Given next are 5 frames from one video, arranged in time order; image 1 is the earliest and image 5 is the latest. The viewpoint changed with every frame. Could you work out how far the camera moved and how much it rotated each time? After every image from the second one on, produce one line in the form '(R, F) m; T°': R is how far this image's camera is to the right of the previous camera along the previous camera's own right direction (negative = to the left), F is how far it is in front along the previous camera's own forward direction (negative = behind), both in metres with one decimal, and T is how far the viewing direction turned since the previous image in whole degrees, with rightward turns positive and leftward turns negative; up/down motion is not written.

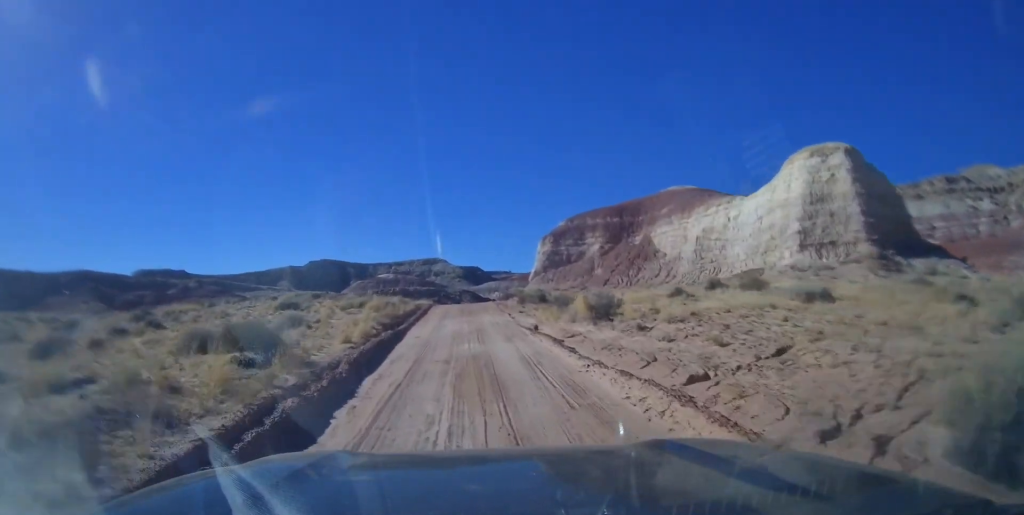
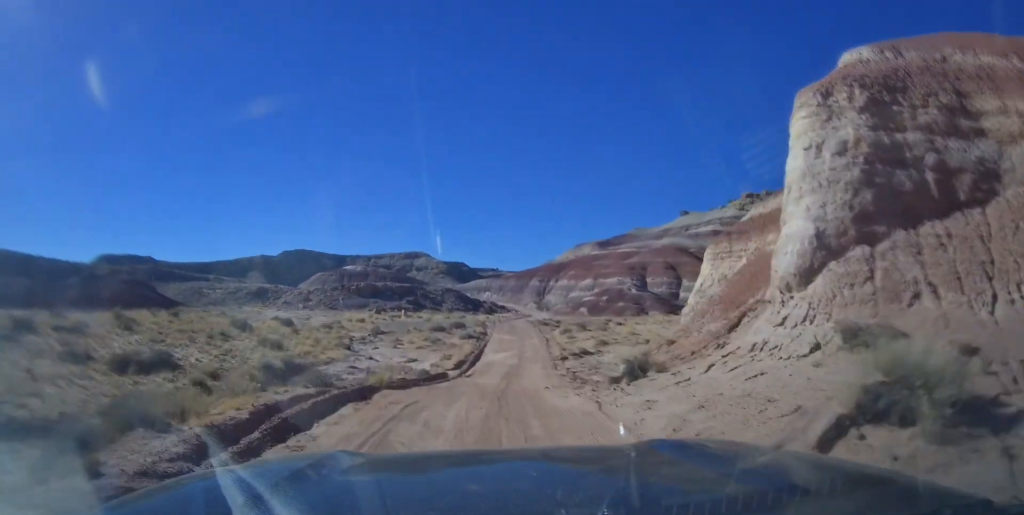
(0.0, +43.4) m; +2°
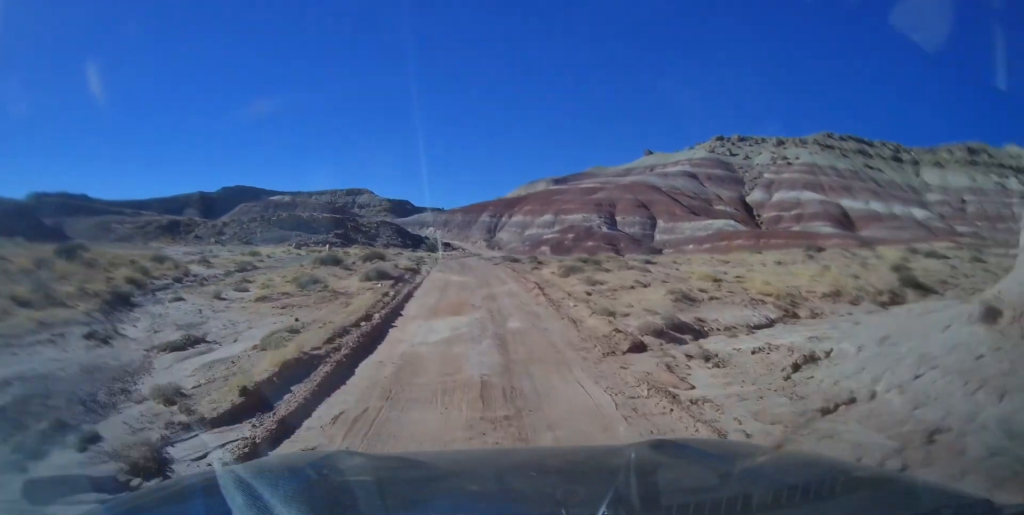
(+0.5, +23.1) m; +2°
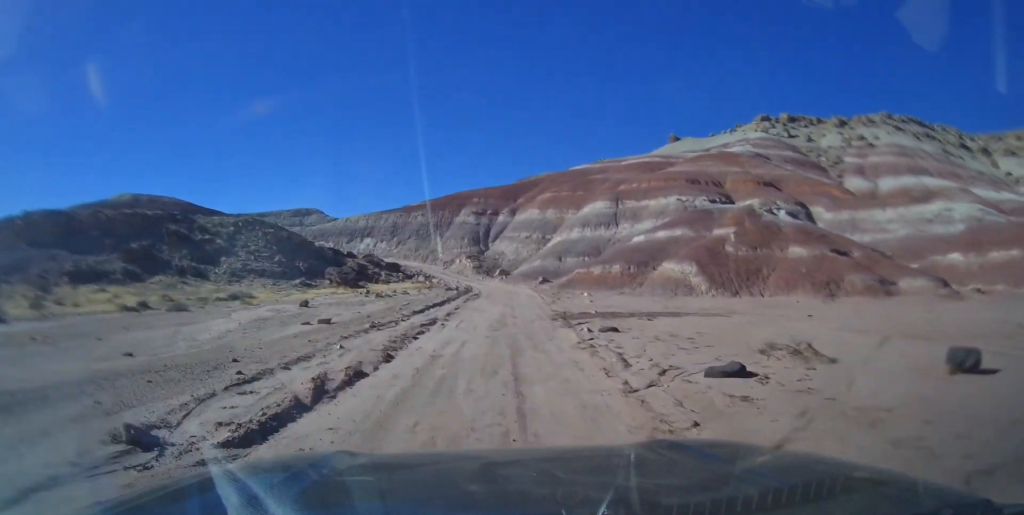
(+1.7, +74.2) m; +7°
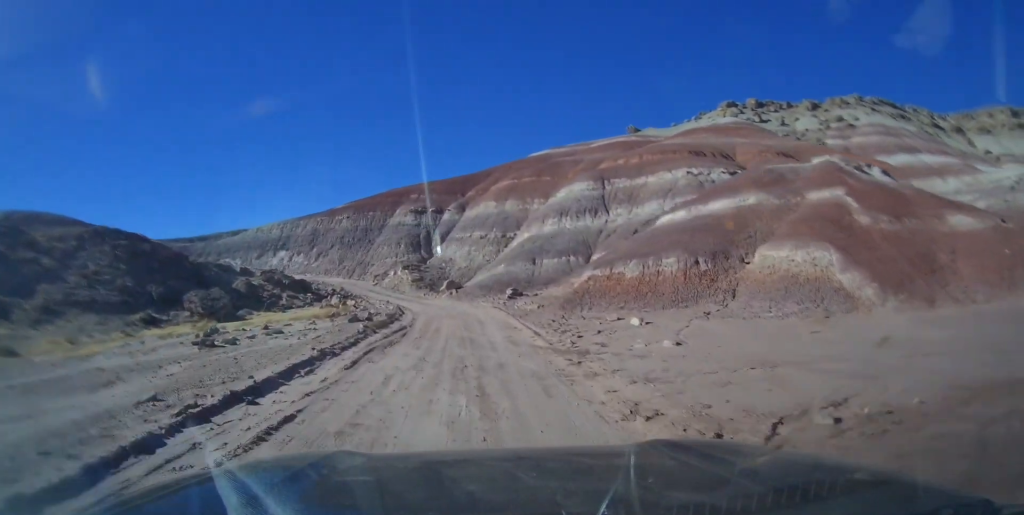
(+0.5, +18.4) m; +2°
